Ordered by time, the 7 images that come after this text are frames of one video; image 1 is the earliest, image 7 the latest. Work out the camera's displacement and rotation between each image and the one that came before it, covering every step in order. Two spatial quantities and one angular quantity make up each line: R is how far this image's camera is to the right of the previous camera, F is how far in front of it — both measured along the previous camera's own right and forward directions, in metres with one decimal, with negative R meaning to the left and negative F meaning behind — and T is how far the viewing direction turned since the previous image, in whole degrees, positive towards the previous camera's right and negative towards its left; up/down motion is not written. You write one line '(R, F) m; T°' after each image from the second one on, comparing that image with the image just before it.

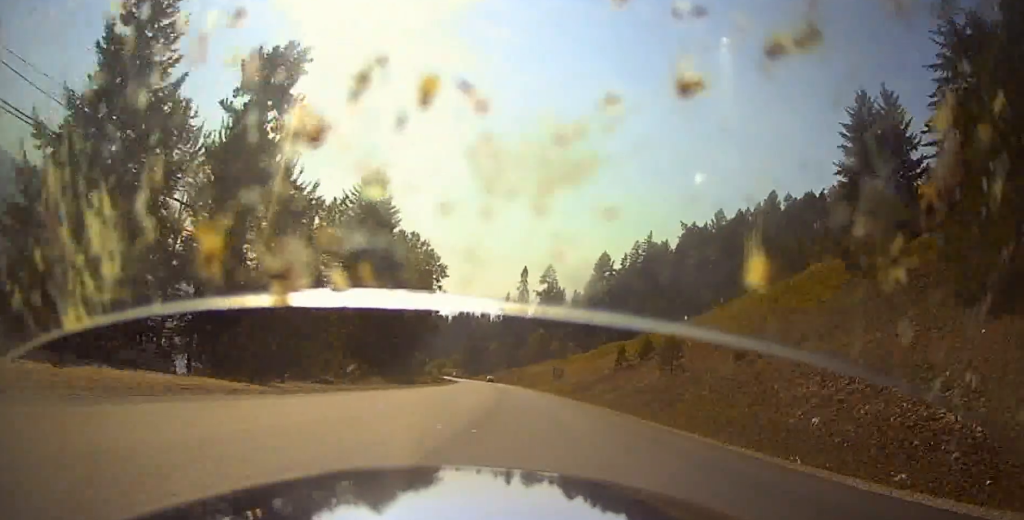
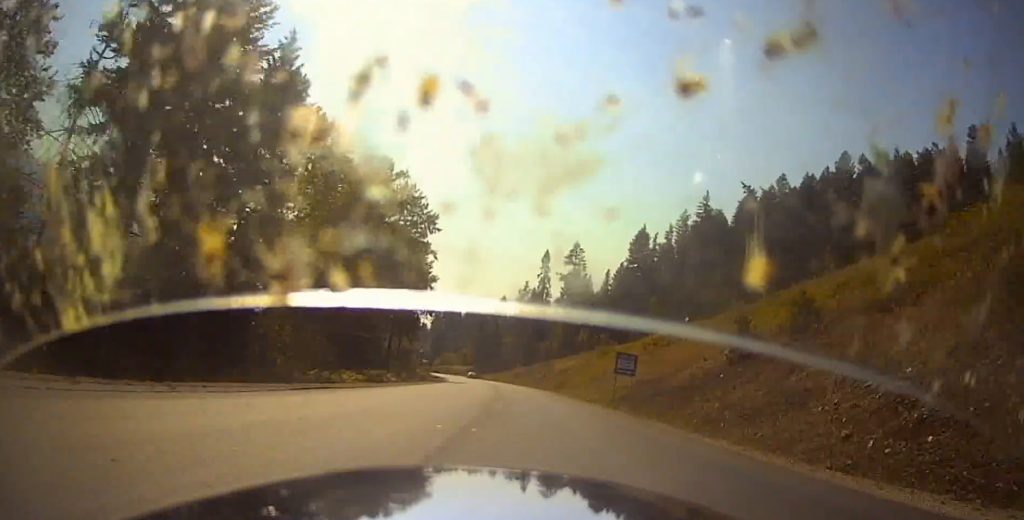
(-1.3, +36.6) m; -3°
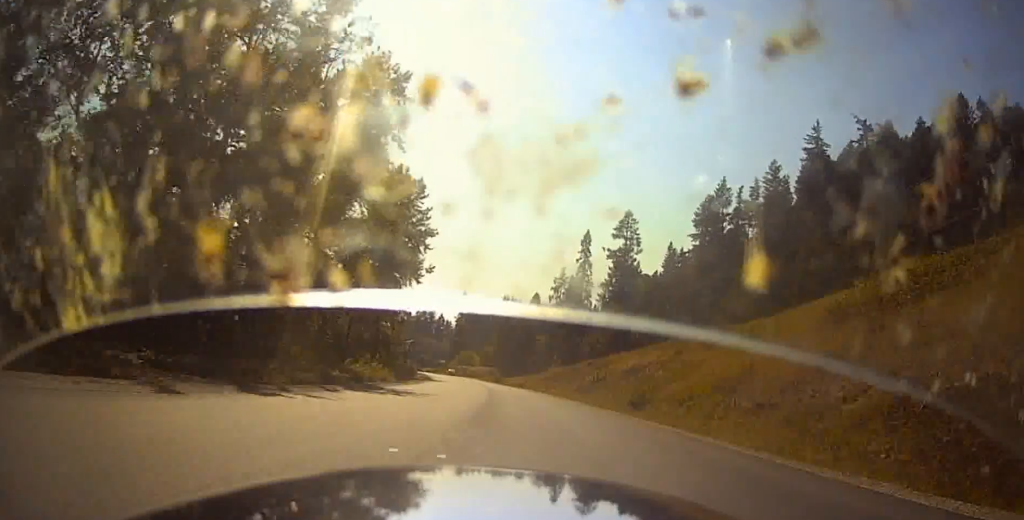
(-0.9, +43.8) m; -4°
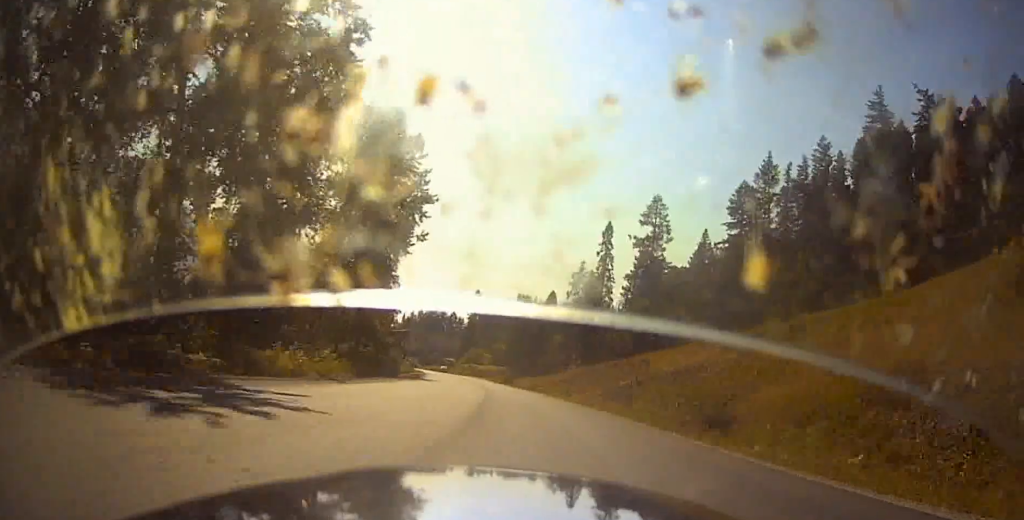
(-0.3, +16.8) m; -2°
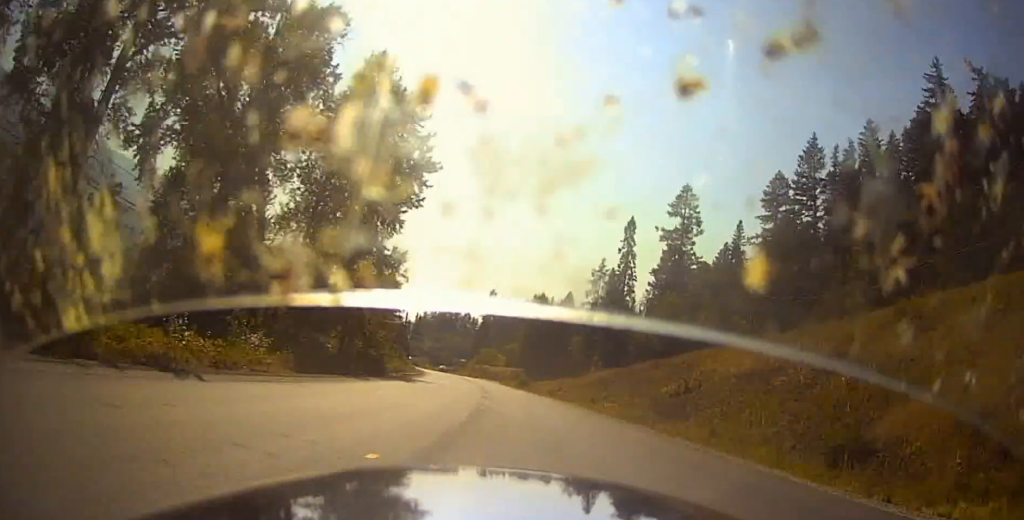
(+0.1, +12.3) m; -1°
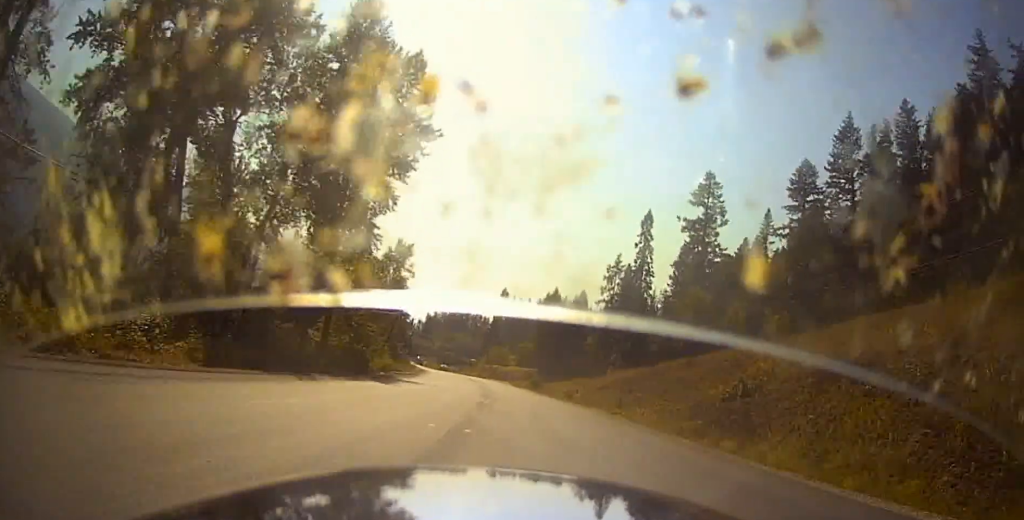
(-0.2, +9.1) m; -1°
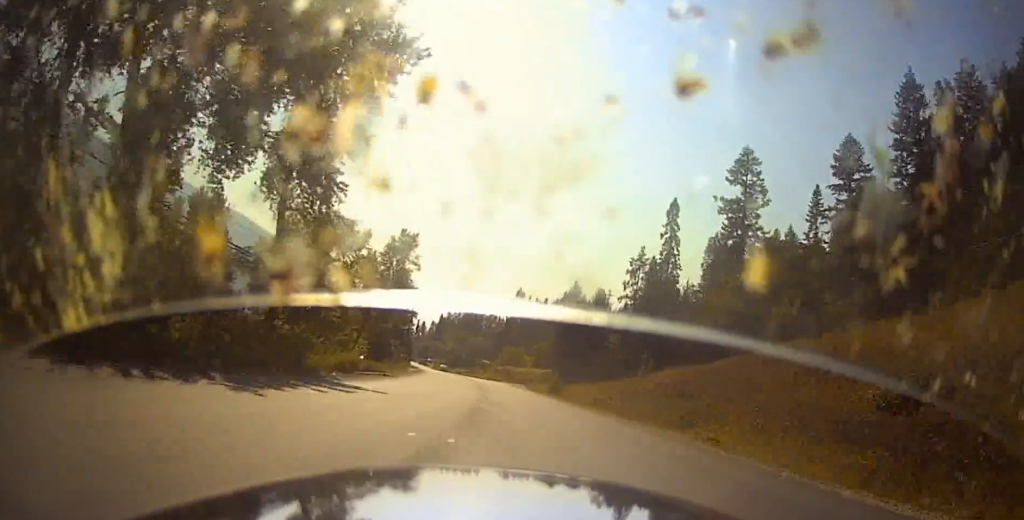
(-0.2, +15.2) m; -1°
